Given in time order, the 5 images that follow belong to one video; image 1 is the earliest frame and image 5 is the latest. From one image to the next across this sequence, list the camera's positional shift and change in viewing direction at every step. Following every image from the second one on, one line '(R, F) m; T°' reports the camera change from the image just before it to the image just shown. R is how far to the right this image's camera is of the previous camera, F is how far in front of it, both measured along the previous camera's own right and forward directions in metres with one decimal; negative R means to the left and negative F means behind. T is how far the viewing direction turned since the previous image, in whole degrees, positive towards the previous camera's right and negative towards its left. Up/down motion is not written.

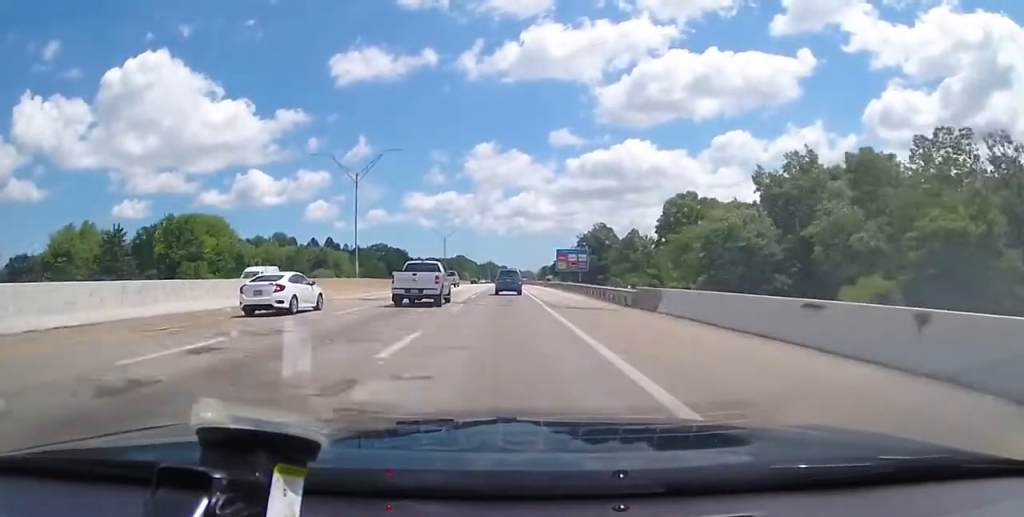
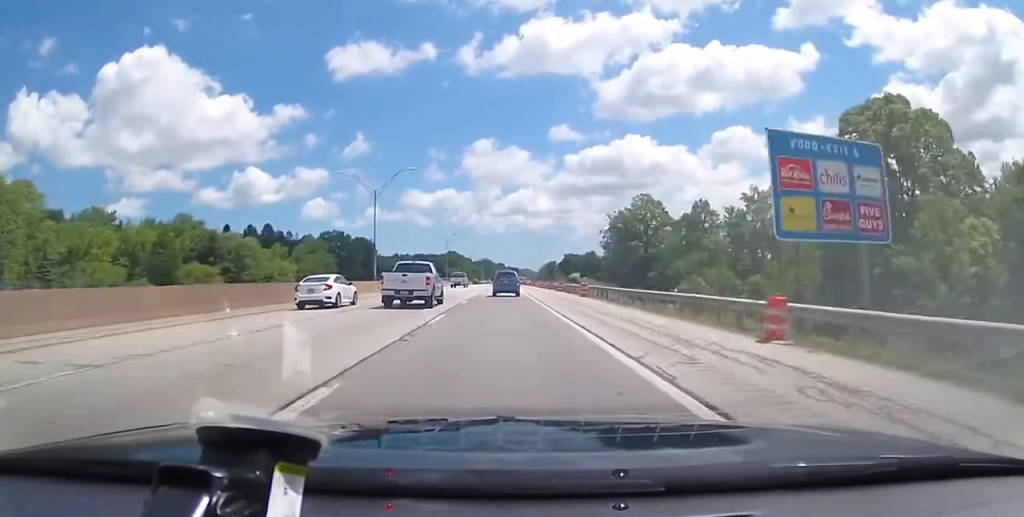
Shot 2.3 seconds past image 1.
(+0.6, +65.3) m; 0°
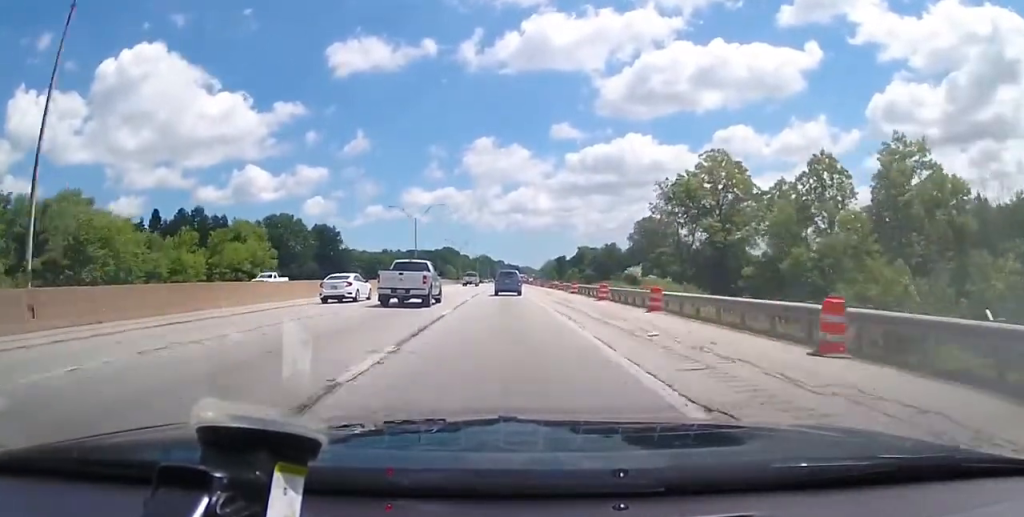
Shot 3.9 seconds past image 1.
(-0.2, +46.2) m; 0°
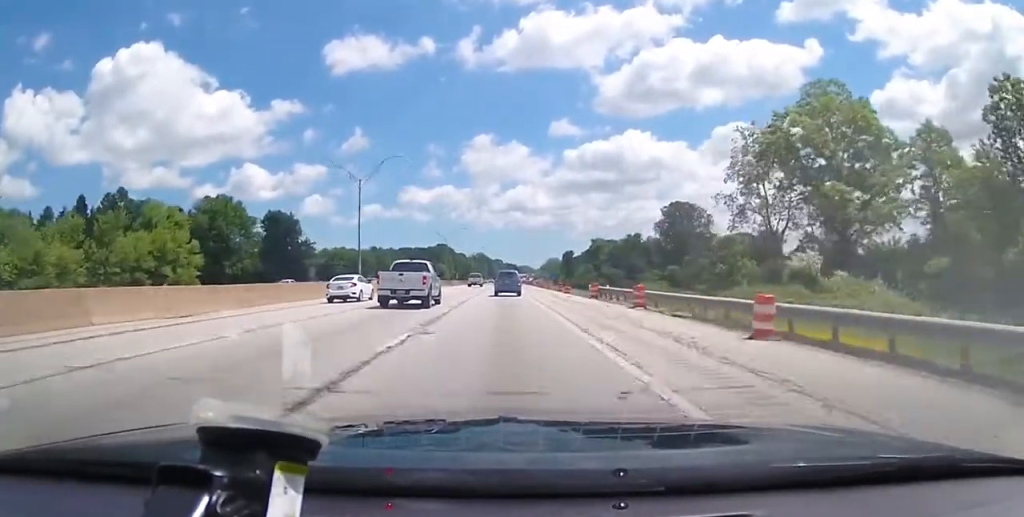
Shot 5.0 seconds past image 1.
(-0.1, +33.7) m; 0°
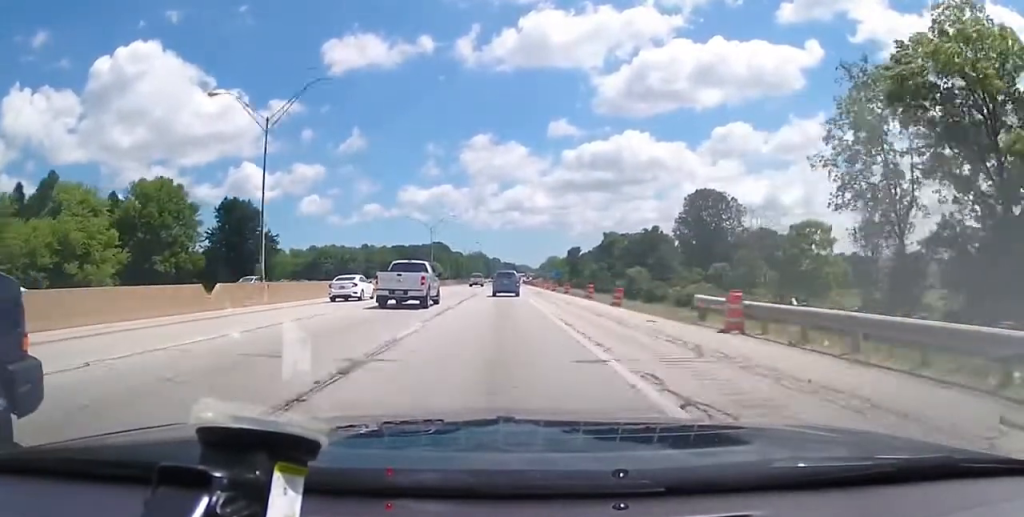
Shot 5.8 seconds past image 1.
(0.0, +22.1) m; 0°
